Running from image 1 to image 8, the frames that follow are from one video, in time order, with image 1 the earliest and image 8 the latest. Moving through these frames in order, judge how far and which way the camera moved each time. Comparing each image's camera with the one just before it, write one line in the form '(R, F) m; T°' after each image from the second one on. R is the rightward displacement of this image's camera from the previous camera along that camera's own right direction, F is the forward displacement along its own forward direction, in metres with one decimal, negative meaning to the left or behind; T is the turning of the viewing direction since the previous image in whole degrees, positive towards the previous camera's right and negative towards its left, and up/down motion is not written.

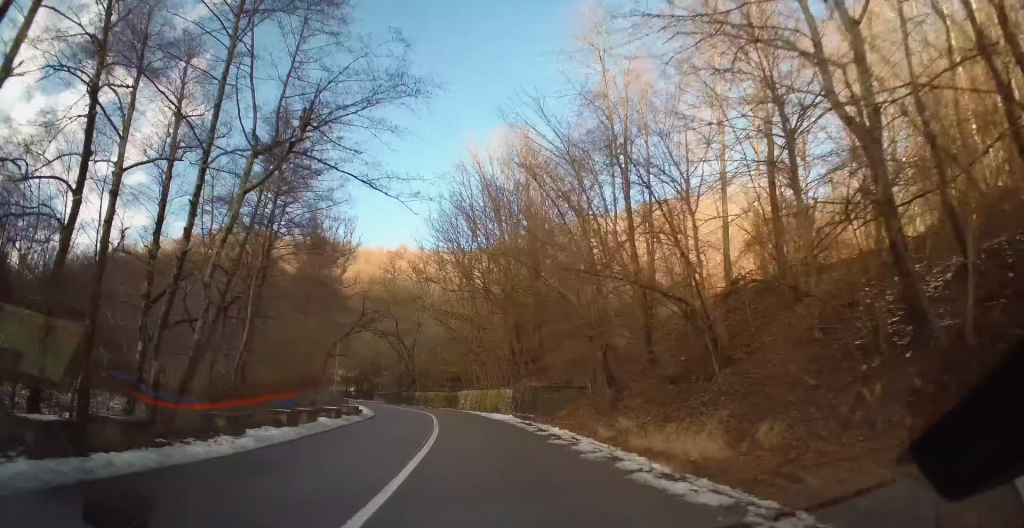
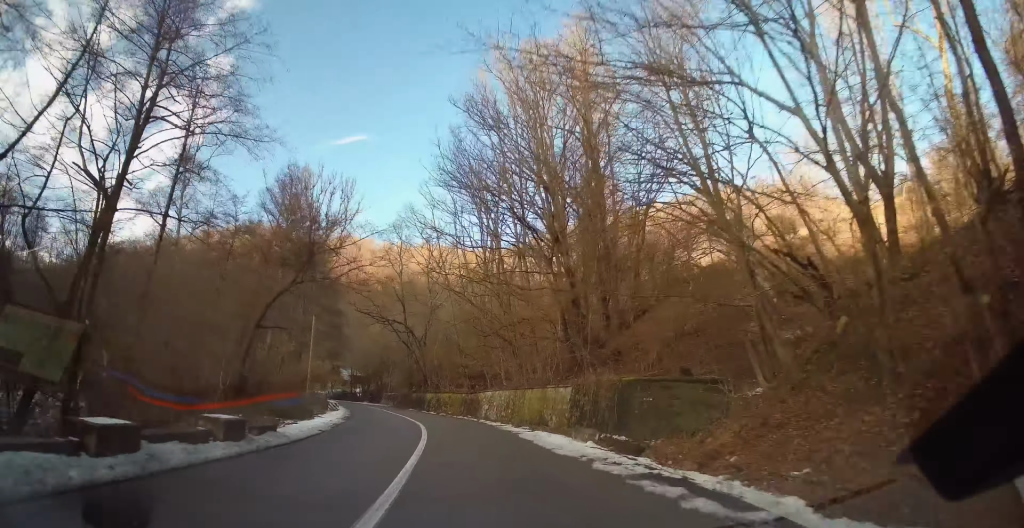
(-0.4, +16.2) m; -3°
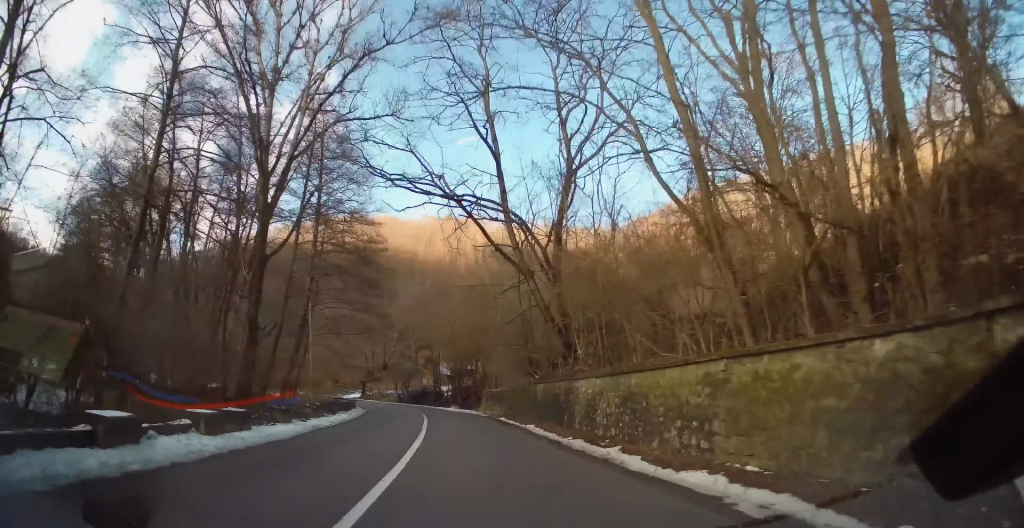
(-3.7, +40.0) m; -11°
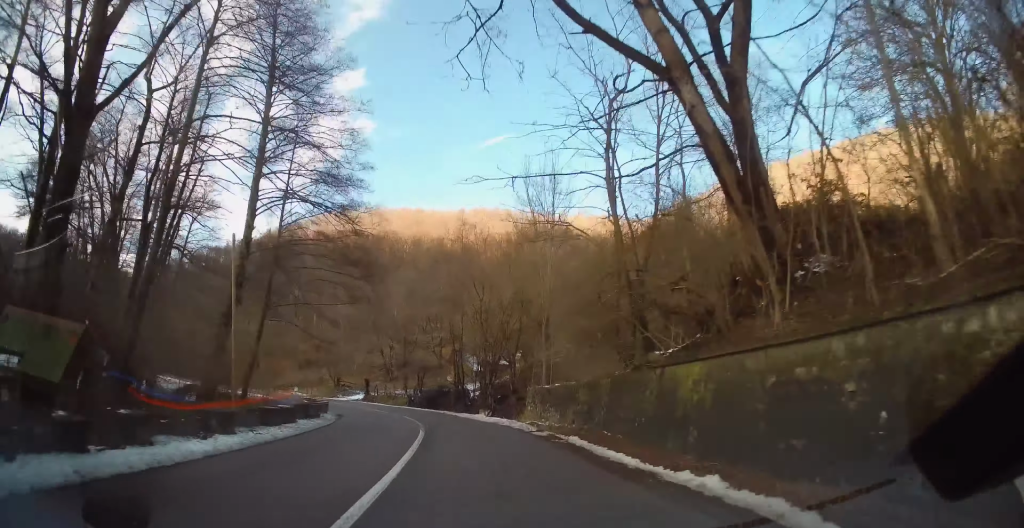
(-0.7, +16.2) m; -6°
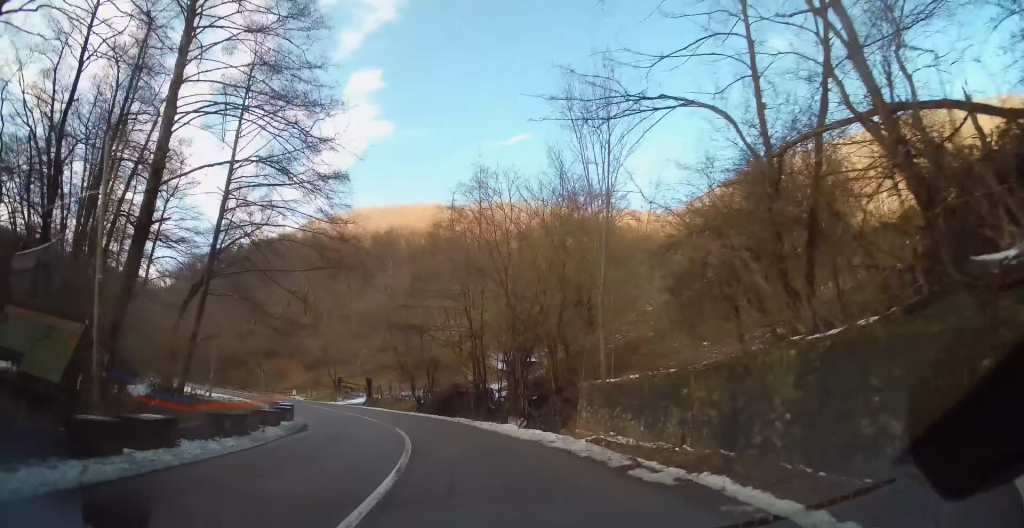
(-0.3, +9.9) m; -5°
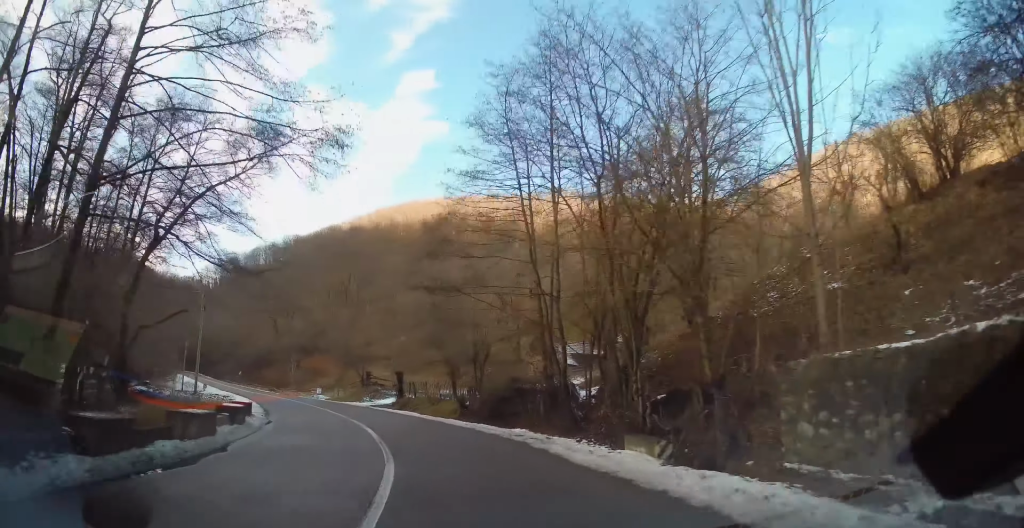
(-0.3, +11.7) m; -8°
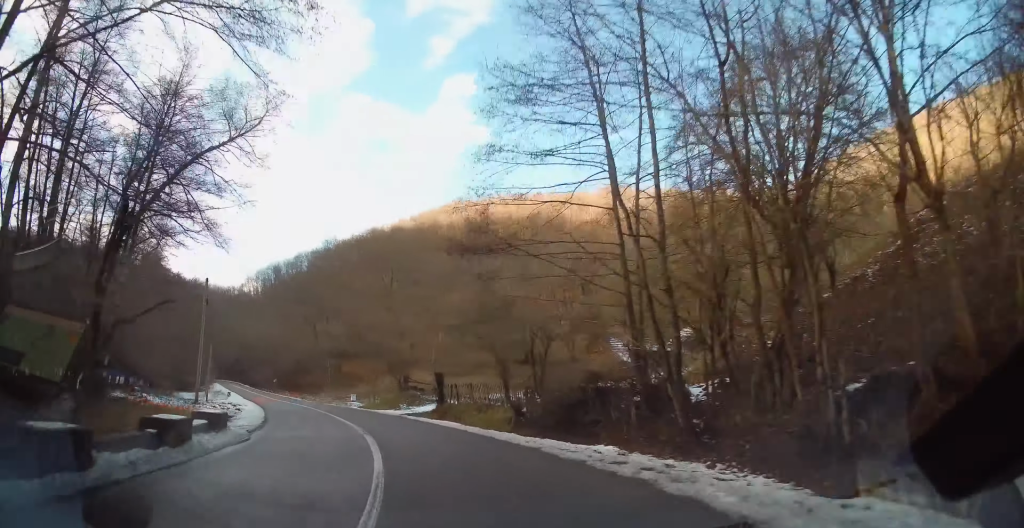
(-0.7, +6.3) m; -6°
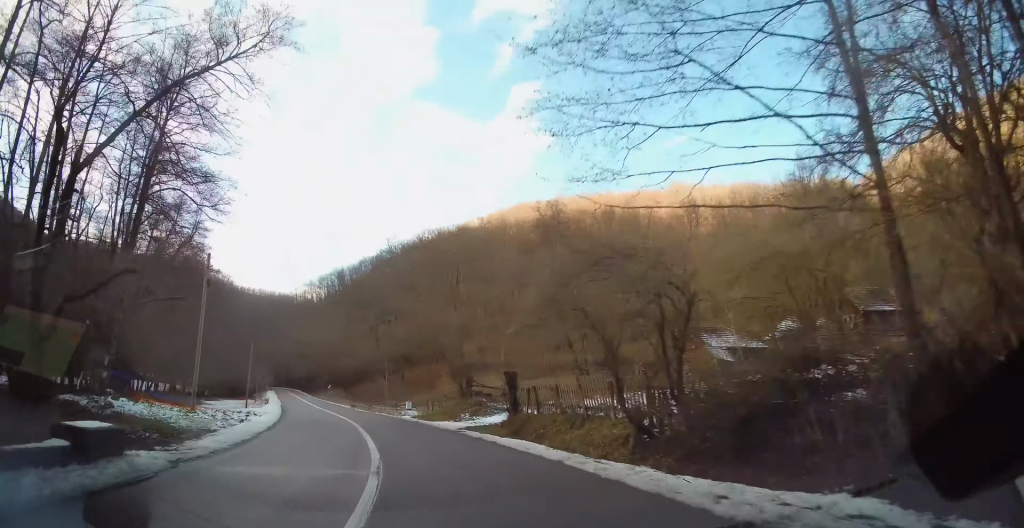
(-0.1, +7.8) m; -7°
